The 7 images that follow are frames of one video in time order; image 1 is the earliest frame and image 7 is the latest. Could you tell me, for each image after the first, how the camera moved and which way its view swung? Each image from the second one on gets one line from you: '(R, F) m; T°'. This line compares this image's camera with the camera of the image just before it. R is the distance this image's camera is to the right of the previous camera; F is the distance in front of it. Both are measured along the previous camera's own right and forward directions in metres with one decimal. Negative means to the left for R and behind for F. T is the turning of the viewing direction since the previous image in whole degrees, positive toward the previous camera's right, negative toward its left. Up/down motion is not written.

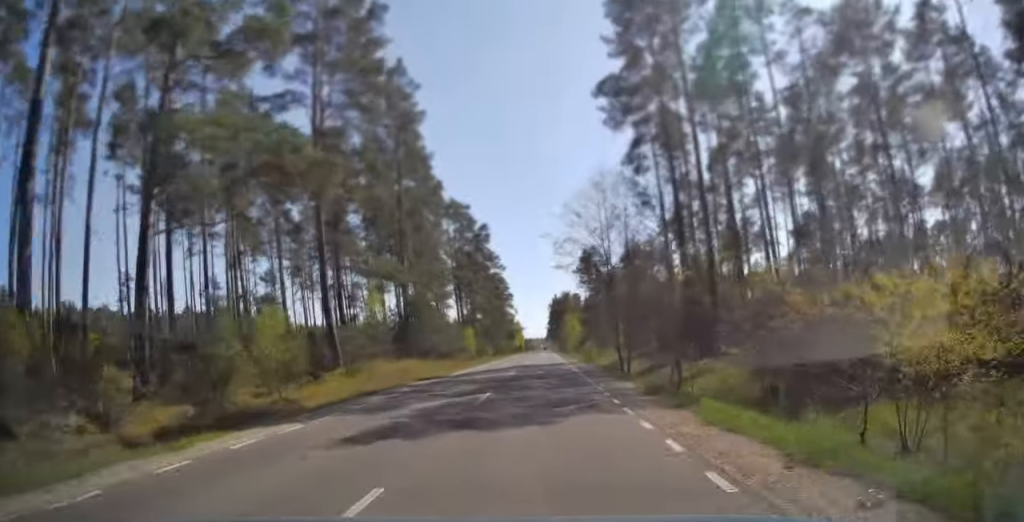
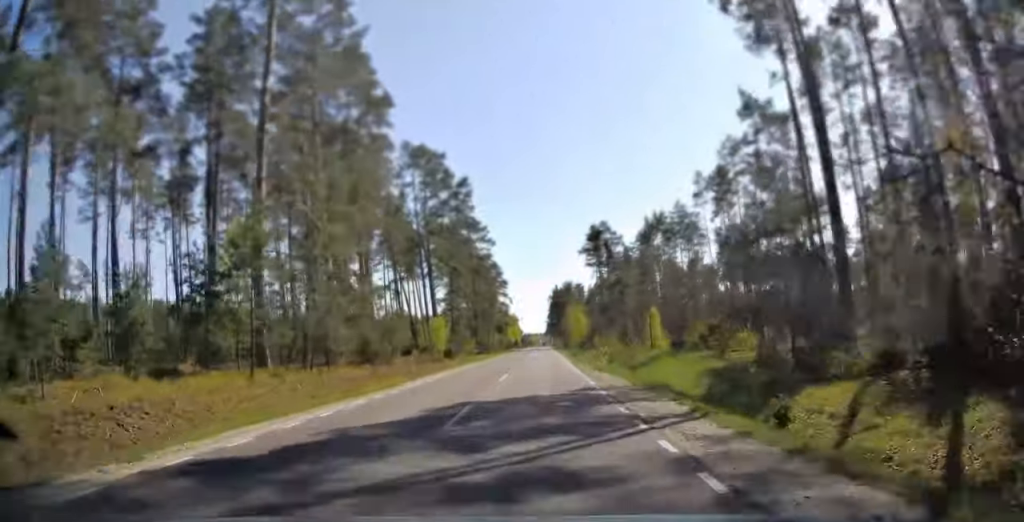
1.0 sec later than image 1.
(0.0, +27.4) m; 0°
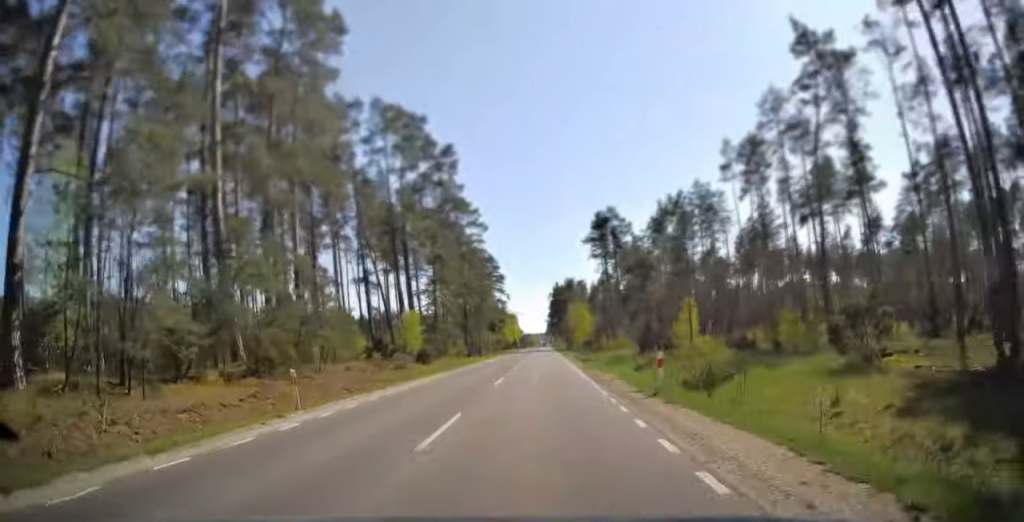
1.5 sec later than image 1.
(0.0, +13.7) m; 0°
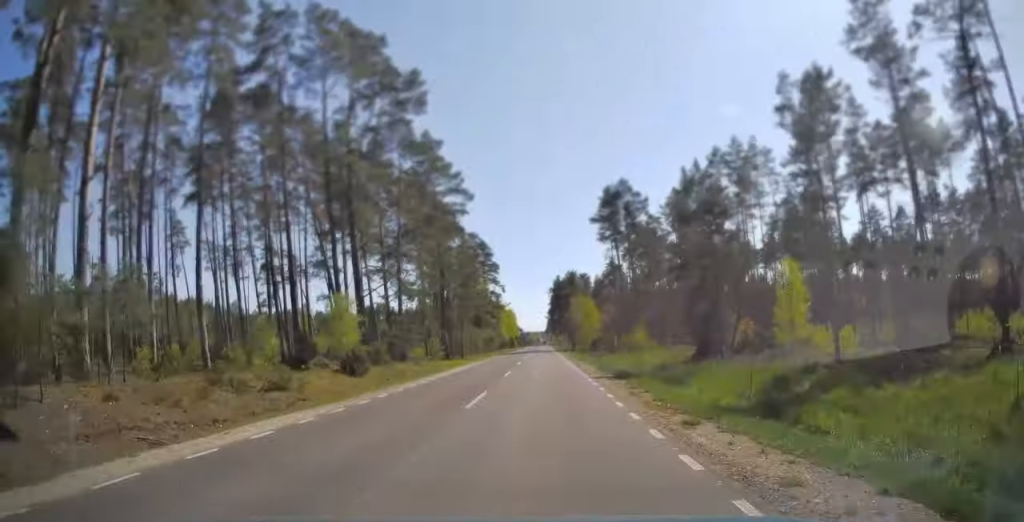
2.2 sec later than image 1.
(0.0, +18.8) m; 0°
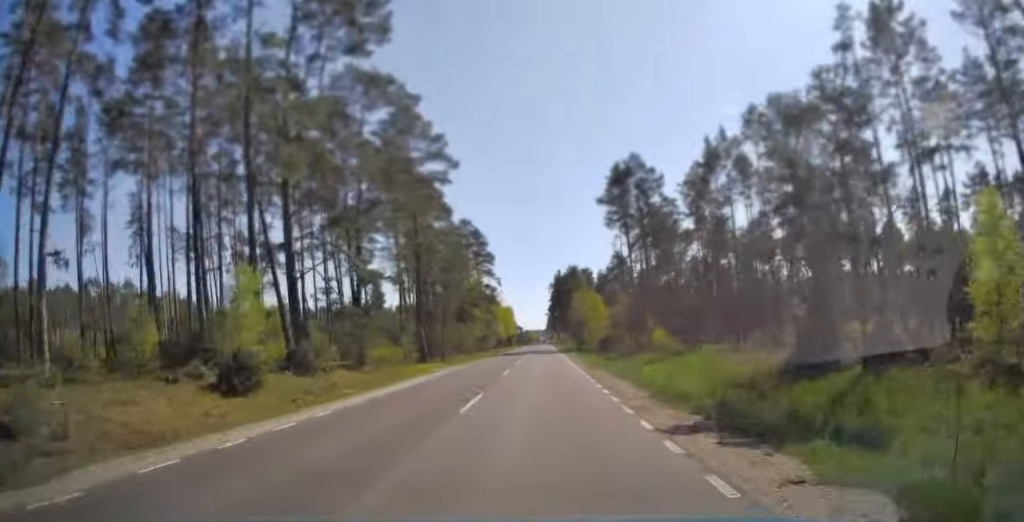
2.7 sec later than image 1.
(0.0, +12.8) m; 0°
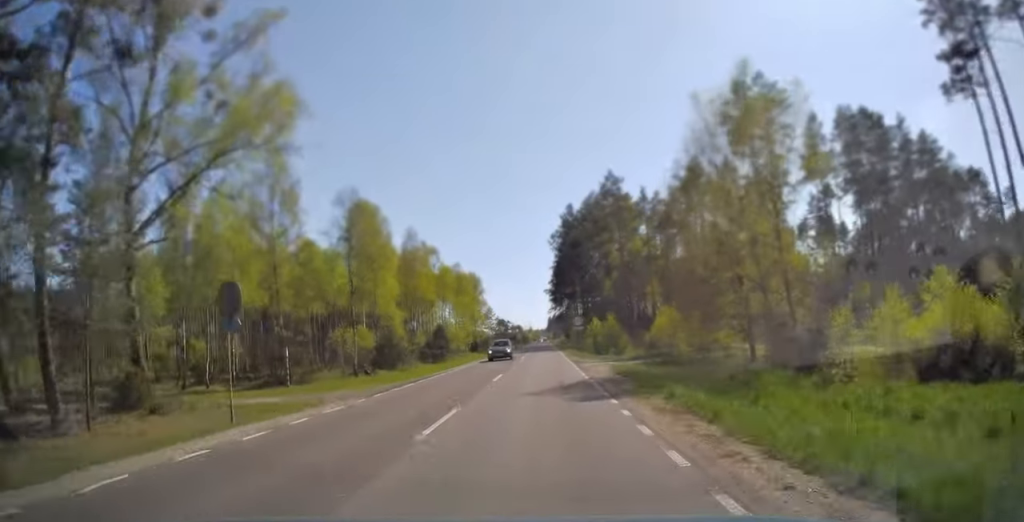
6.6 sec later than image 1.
(-0.1, +108.9) m; 0°
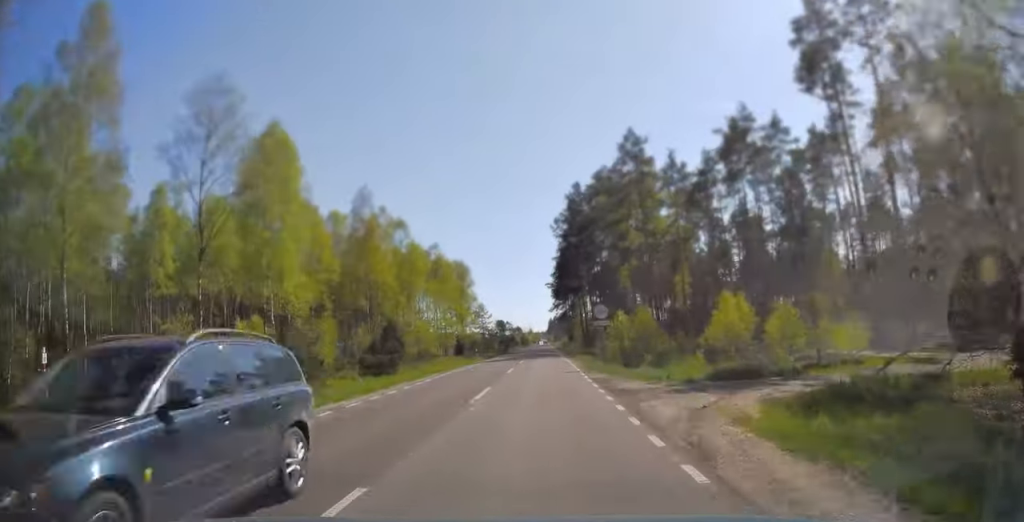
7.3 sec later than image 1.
(0.0, +18.3) m; 0°
